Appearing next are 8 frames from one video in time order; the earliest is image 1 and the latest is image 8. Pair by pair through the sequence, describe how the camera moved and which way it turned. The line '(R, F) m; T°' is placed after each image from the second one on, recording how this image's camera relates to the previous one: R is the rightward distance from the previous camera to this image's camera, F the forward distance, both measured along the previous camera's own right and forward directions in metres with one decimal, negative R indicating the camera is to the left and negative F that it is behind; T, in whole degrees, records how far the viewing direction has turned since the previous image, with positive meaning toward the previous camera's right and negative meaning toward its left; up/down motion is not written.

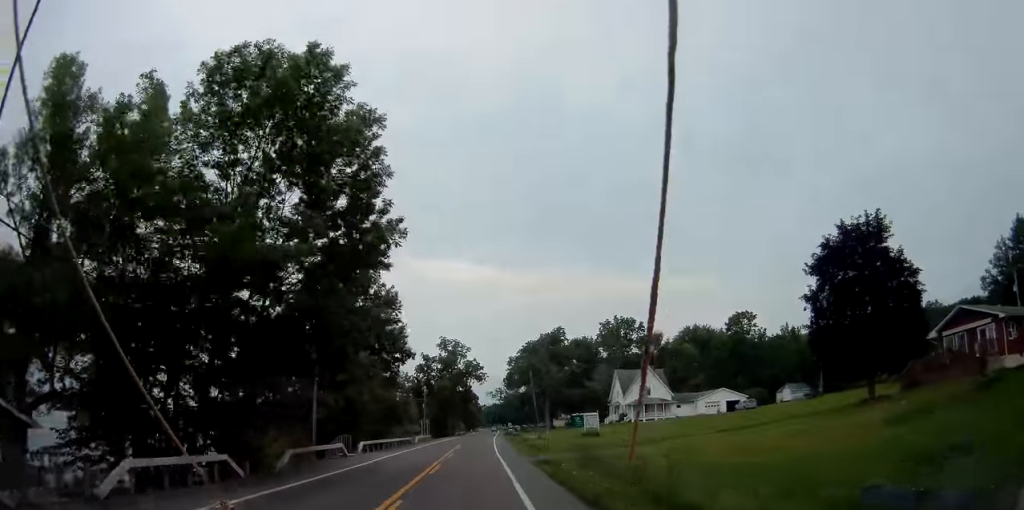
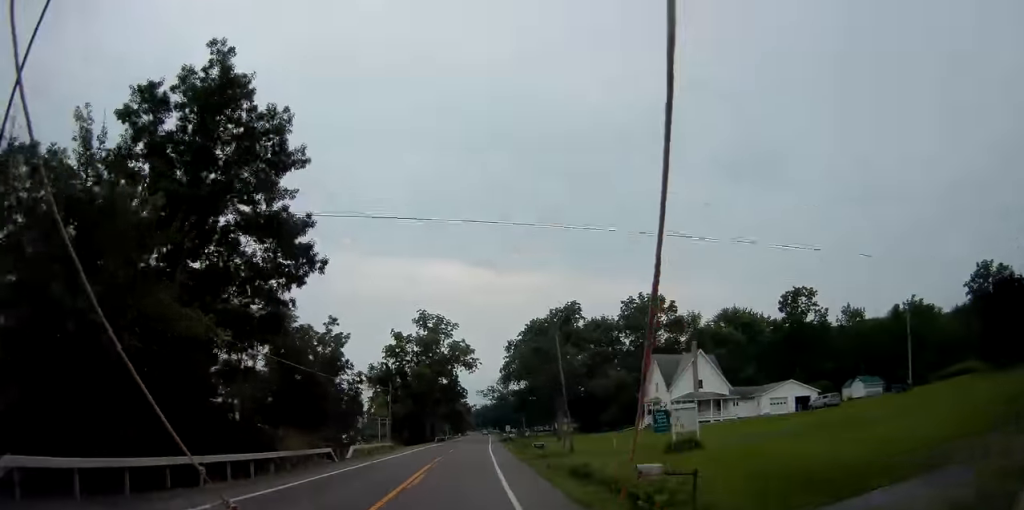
(+0.3, +27.1) m; 0°
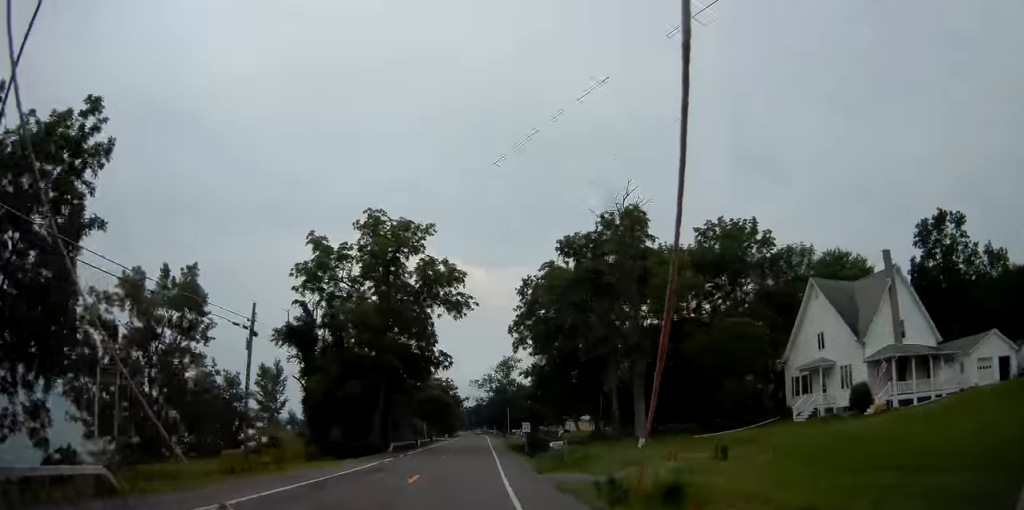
(+0.5, +39.0) m; +2°
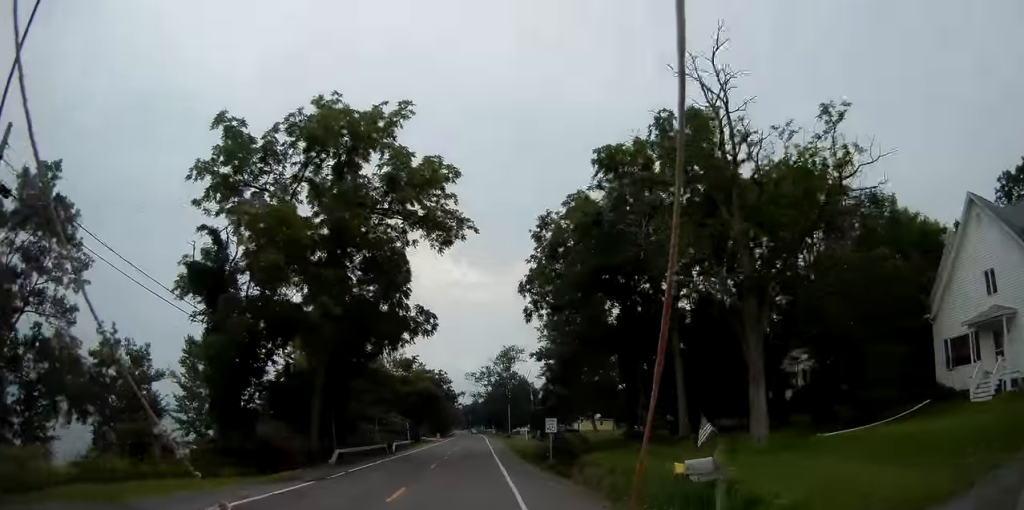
(-0.1, +16.7) m; 0°
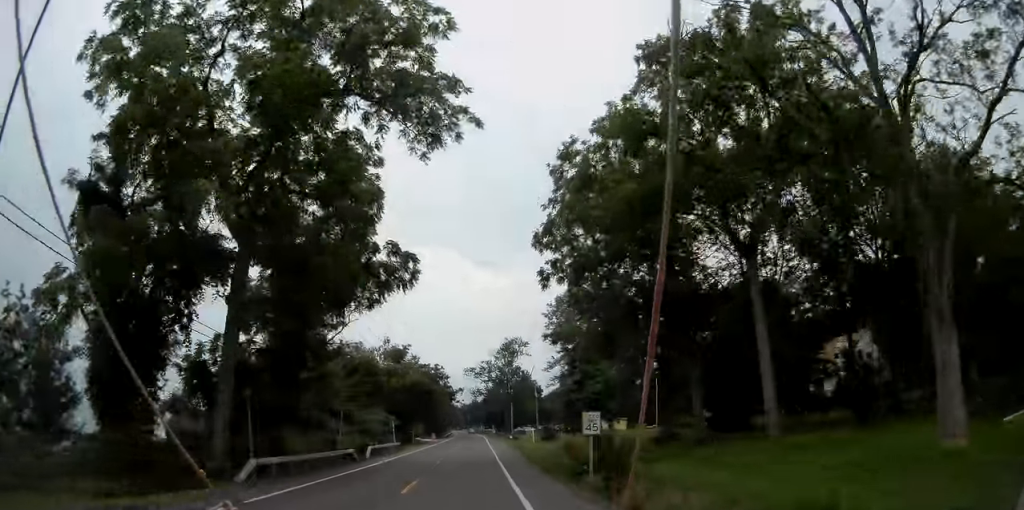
(-0.1, +10.5) m; 0°
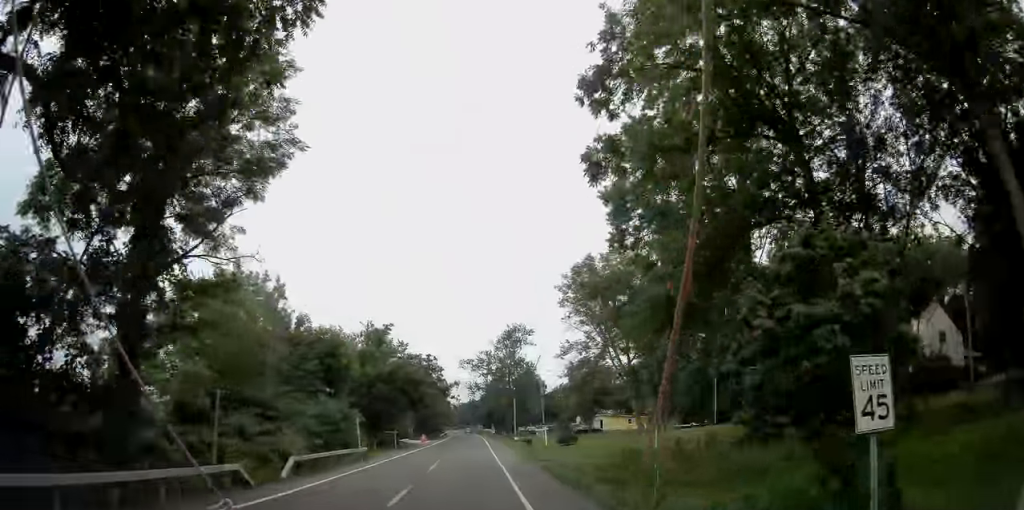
(+0.2, +14.7) m; +1°
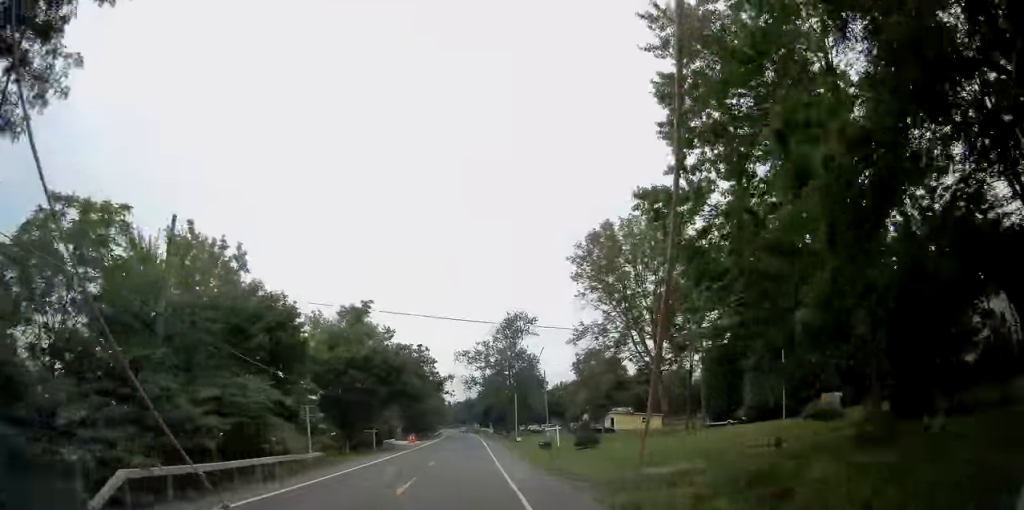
(0.0, +10.5) m; 0°
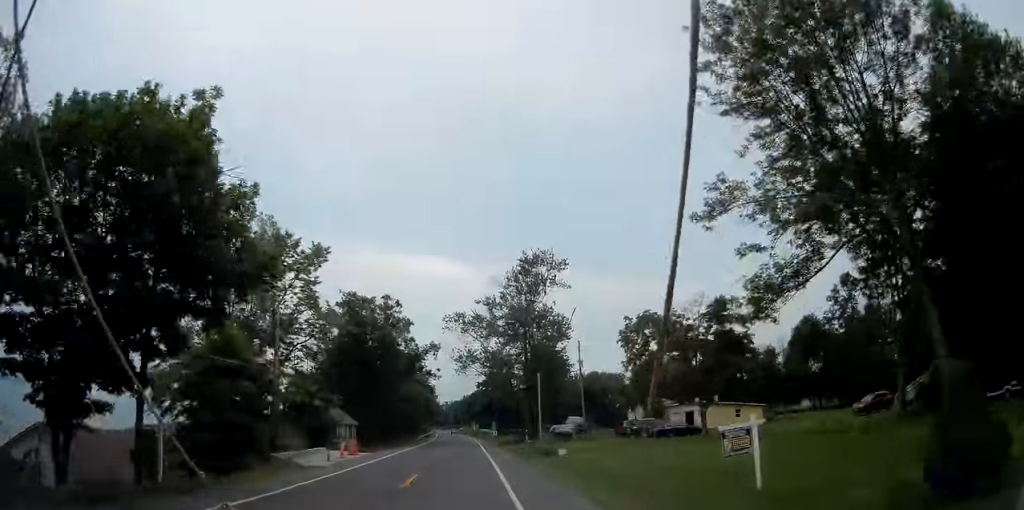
(-0.4, +33.5) m; -1°
